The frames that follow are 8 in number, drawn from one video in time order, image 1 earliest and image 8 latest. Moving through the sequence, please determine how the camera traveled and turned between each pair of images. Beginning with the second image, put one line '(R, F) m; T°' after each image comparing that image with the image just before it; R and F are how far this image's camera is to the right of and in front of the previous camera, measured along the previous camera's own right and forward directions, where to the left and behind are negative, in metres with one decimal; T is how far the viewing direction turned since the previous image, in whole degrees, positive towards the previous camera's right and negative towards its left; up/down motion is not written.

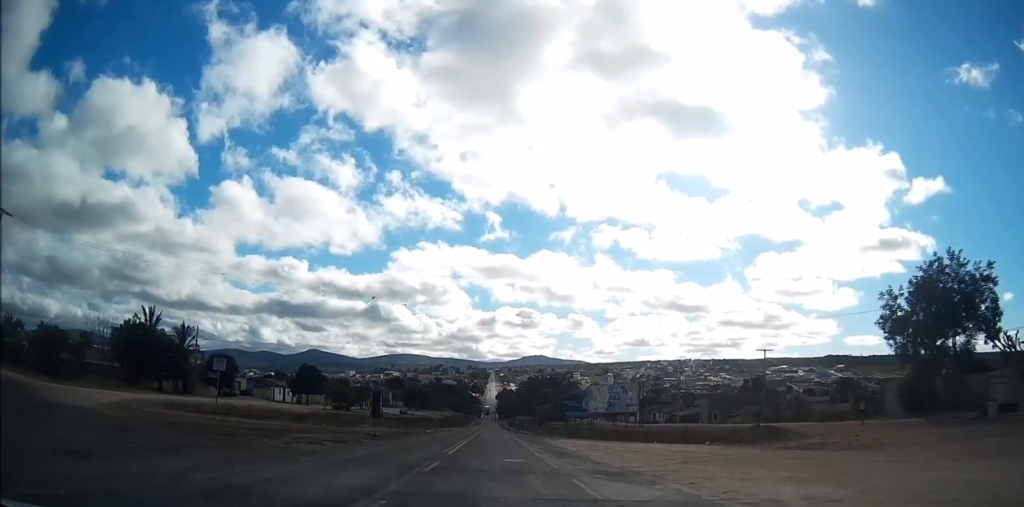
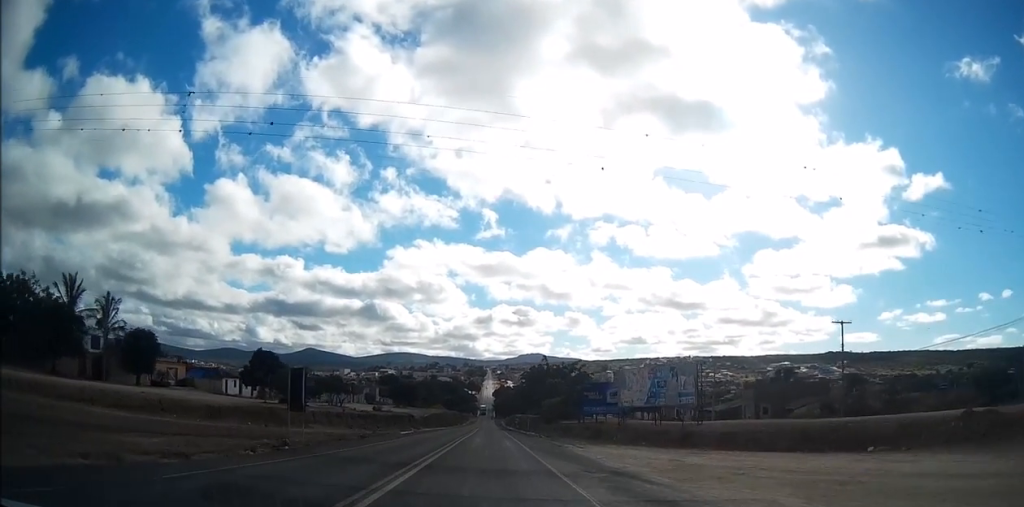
(0.0, +18.4) m; 0°
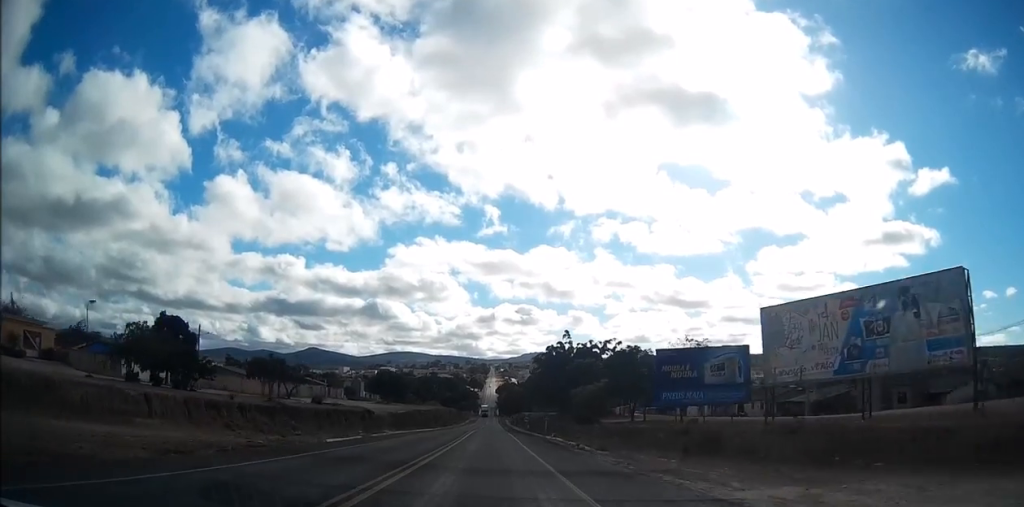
(0.0, +26.8) m; 0°
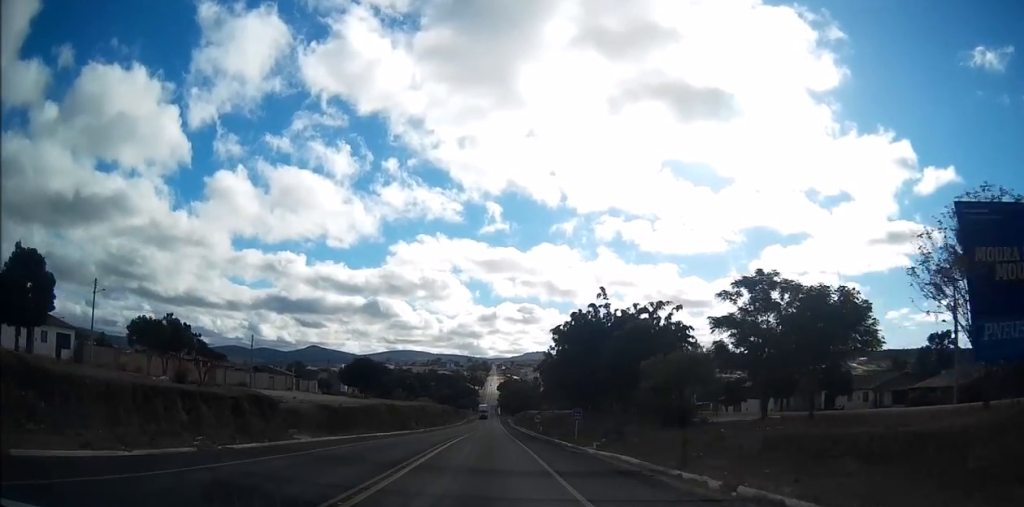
(+0.1, +23.0) m; 0°
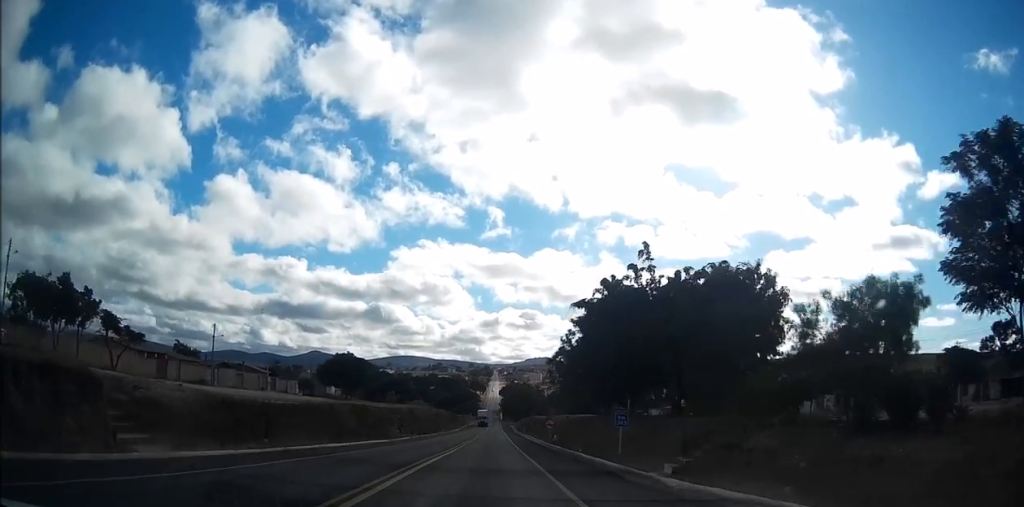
(0.0, +13.9) m; 0°
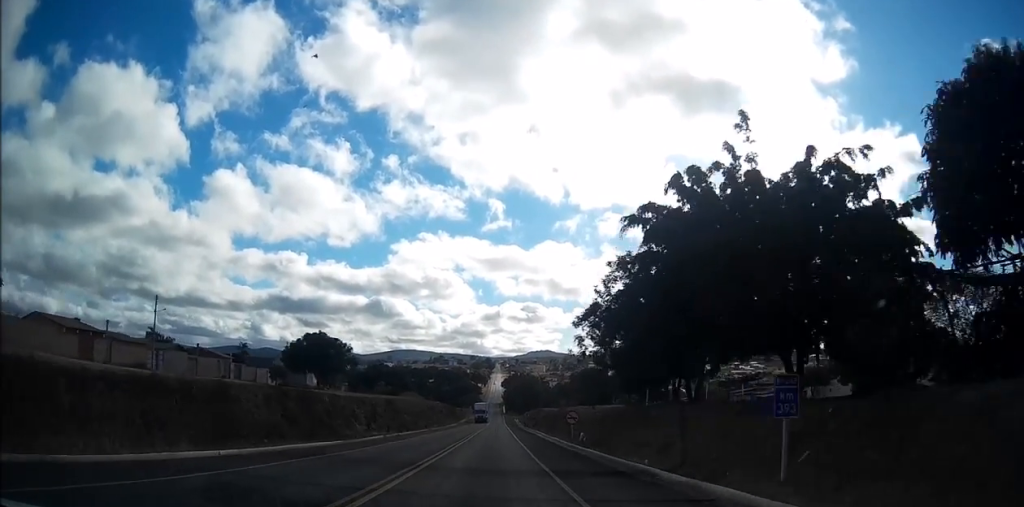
(0.0, +15.4) m; 0°
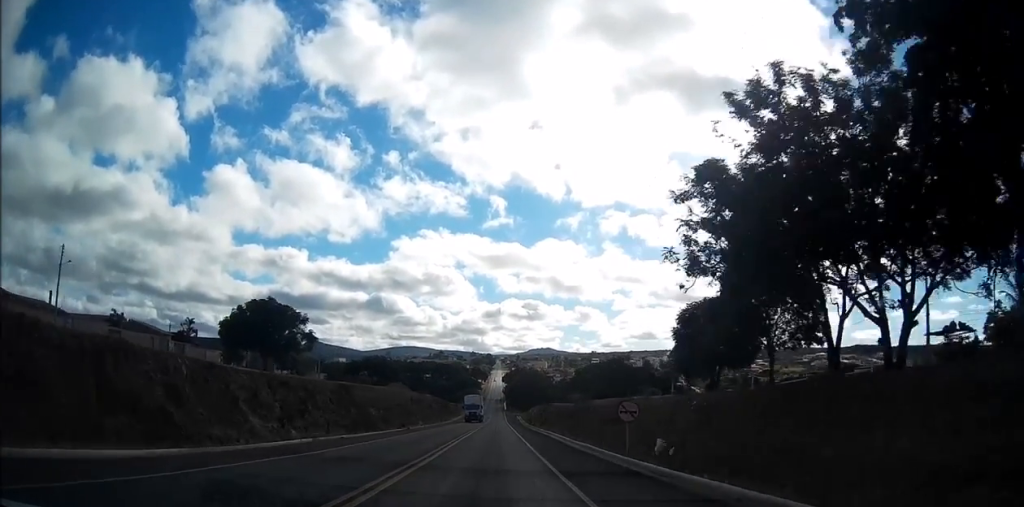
(-0.1, +17.8) m; 0°
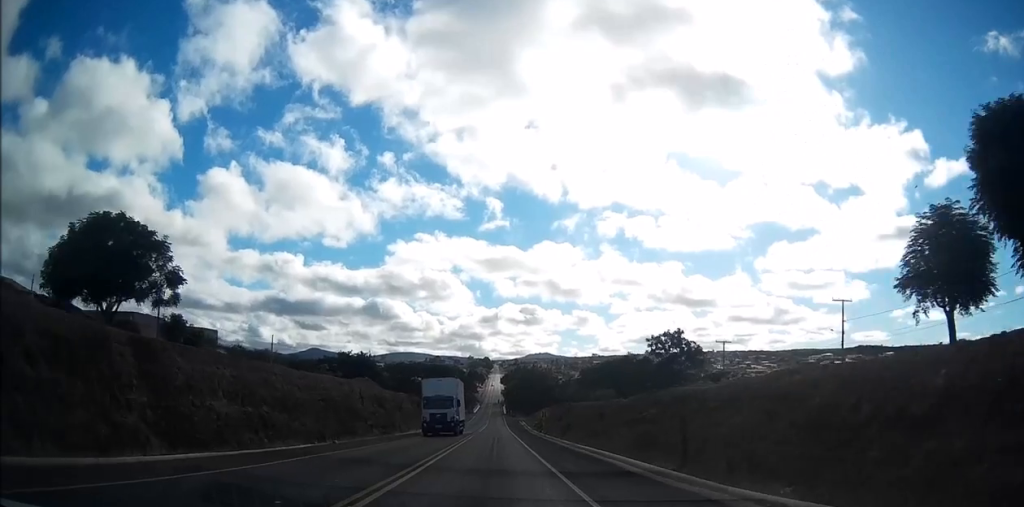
(0.0, +25.4) m; 0°
